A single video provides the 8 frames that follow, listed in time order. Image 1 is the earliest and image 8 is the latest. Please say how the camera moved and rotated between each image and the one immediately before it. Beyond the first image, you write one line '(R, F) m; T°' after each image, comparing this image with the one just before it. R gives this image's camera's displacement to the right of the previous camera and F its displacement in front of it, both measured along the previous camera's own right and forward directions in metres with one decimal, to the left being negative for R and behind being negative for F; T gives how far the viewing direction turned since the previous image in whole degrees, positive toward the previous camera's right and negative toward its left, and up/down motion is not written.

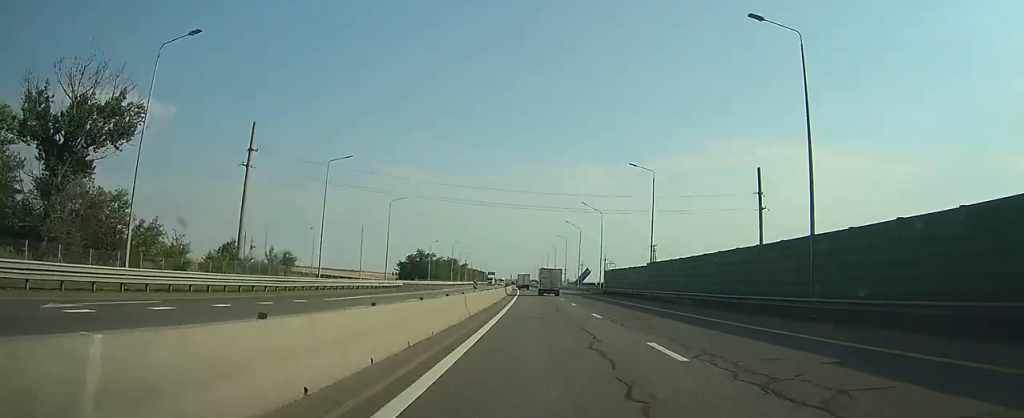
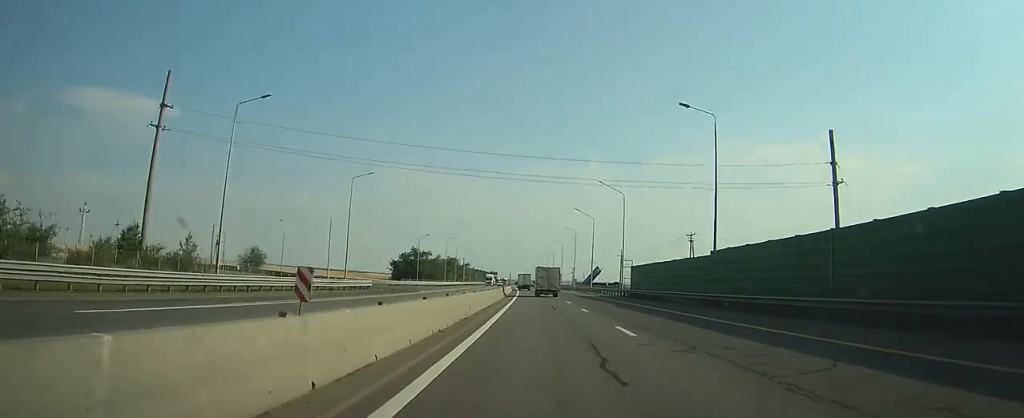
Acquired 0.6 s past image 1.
(0.0, +19.7) m; -1°
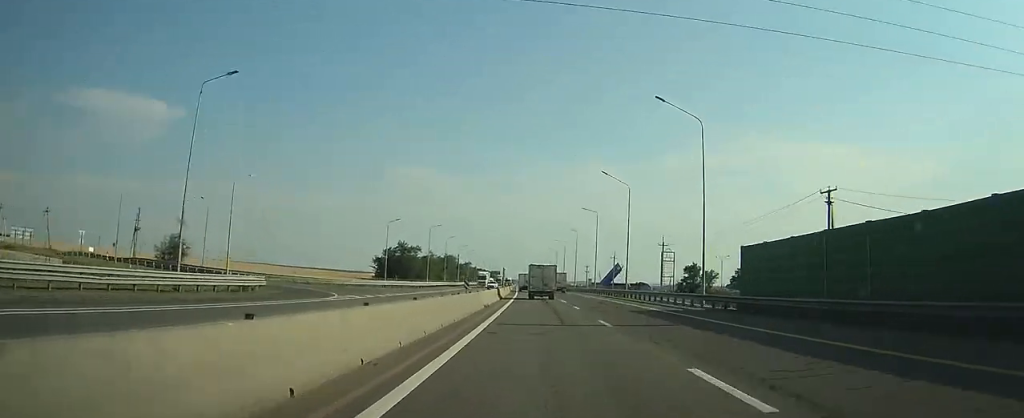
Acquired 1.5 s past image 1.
(-0.2, +33.3) m; -1°
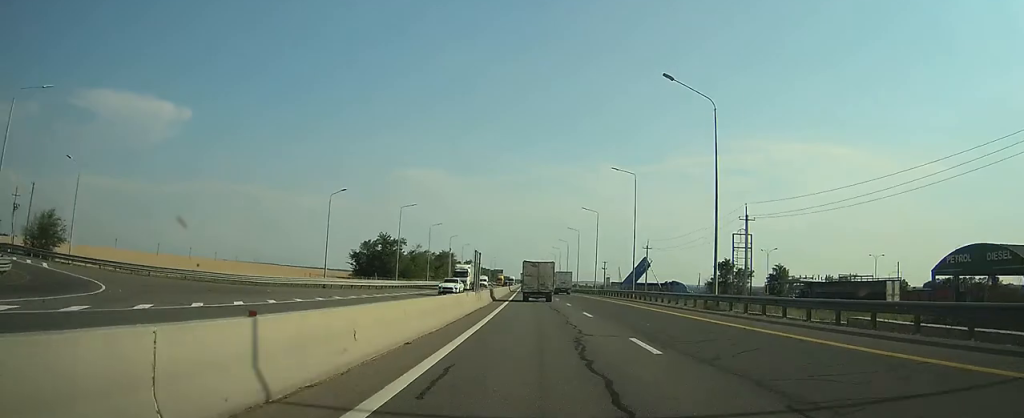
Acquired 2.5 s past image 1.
(-0.2, +31.6) m; 0°
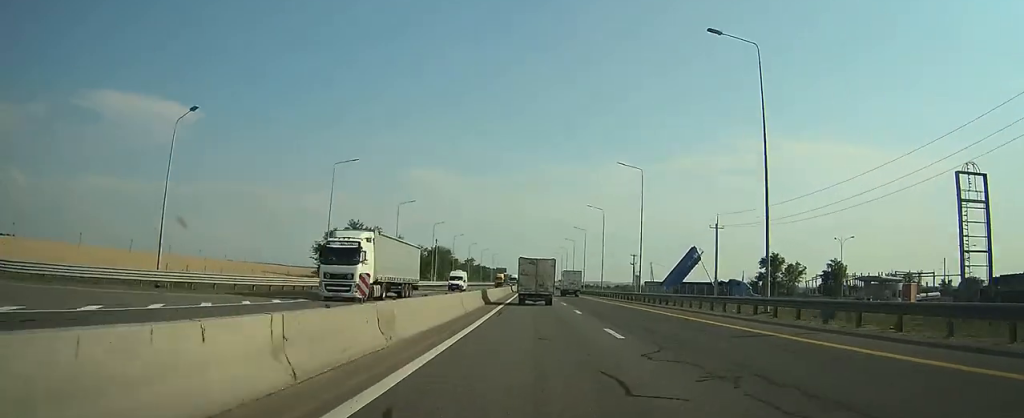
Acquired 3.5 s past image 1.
(-0.1, +34.2) m; -1°
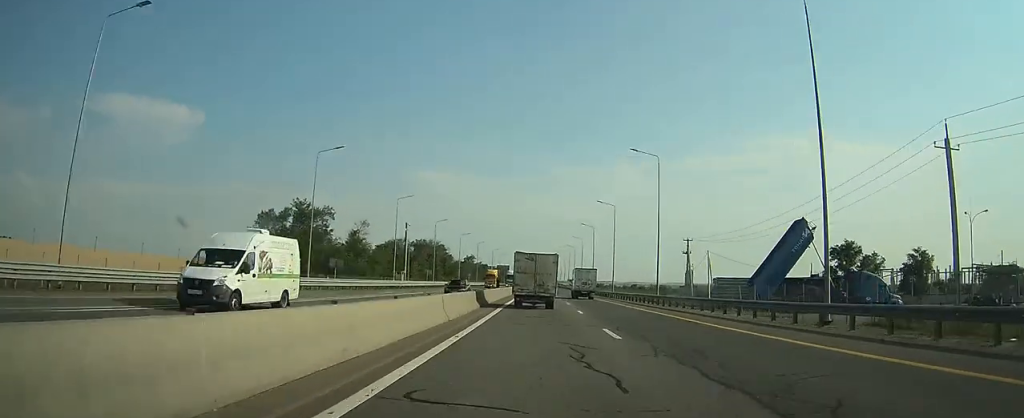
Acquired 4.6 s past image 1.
(-0.2, +36.4) m; -1°
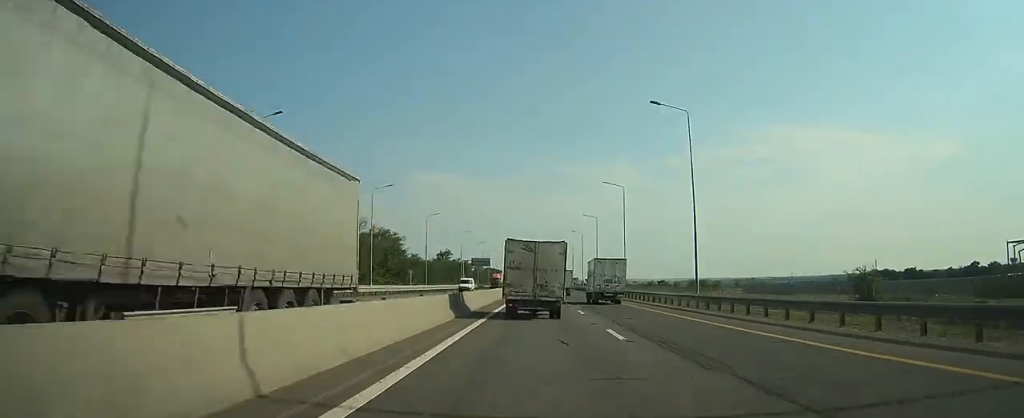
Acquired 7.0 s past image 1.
(-0.6, +73.6) m; -1°
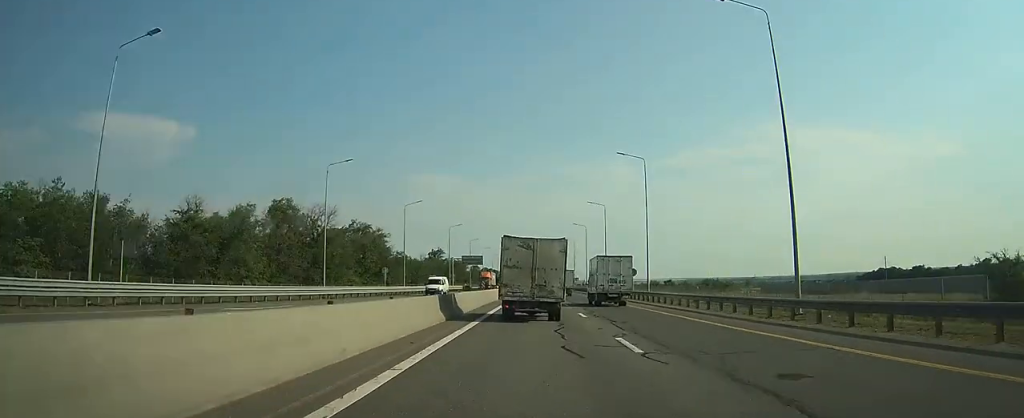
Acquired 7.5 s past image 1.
(0.0, +15.0) m; 0°
